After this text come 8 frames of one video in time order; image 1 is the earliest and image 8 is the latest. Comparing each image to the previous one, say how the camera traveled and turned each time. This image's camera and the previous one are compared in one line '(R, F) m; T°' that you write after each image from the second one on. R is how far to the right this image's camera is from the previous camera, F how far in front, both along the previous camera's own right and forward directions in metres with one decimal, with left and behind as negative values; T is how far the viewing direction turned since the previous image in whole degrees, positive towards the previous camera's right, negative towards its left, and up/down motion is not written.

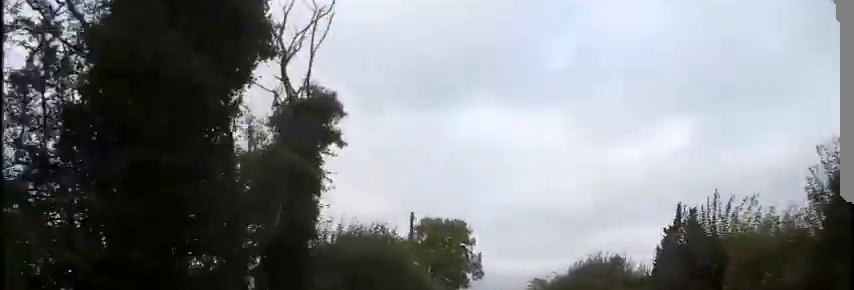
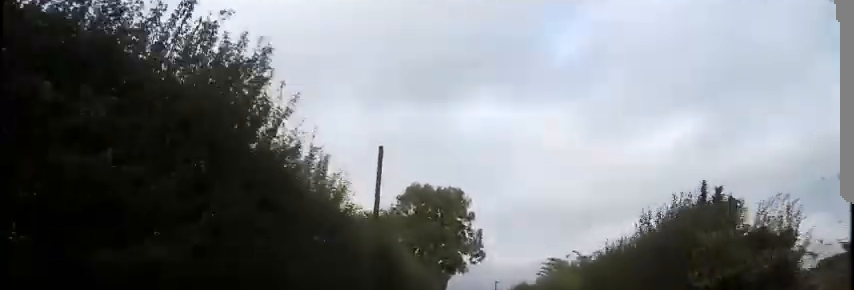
(0.0, +11.0) m; 0°
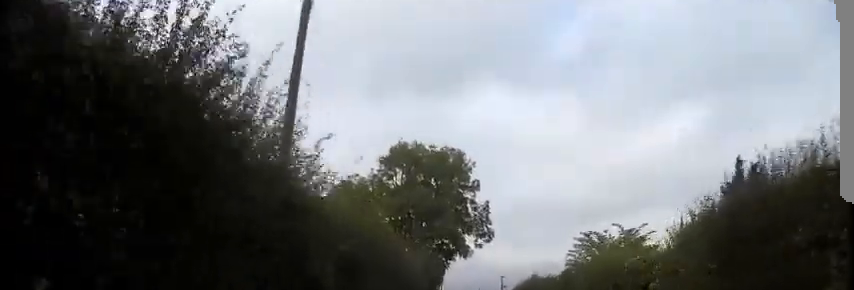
(0.0, +10.5) m; 0°
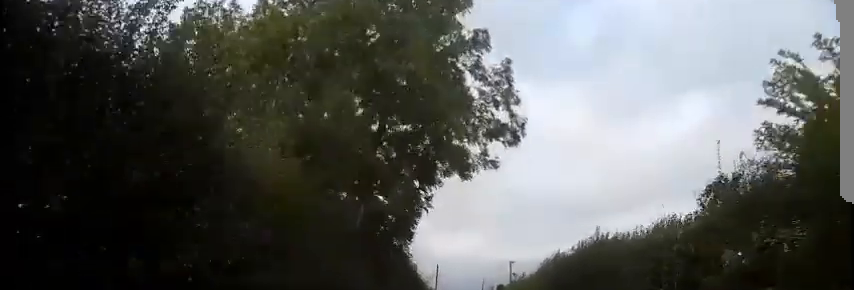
(-0.1, +19.5) m; -1°
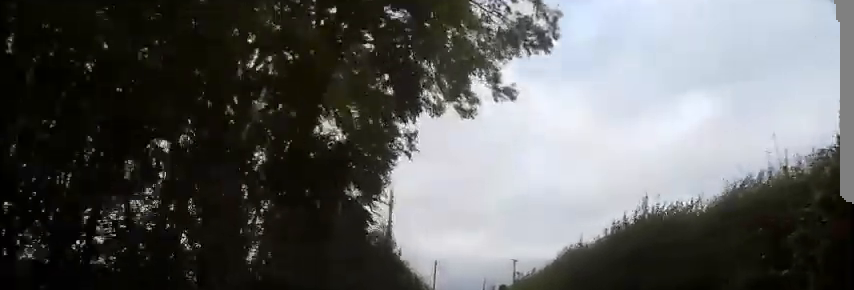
(0.0, +6.2) m; 0°
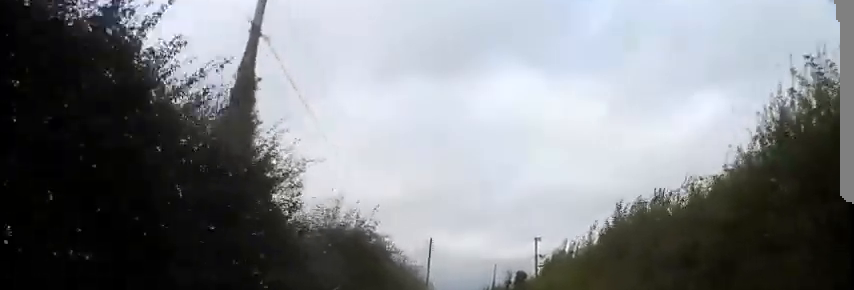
(0.0, +20.3) m; 0°
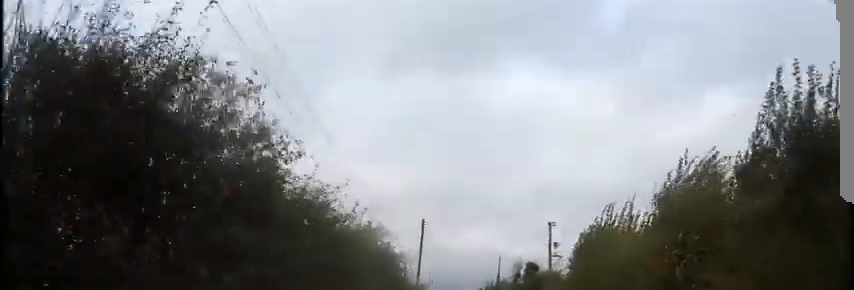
(0.0, +10.2) m; 0°
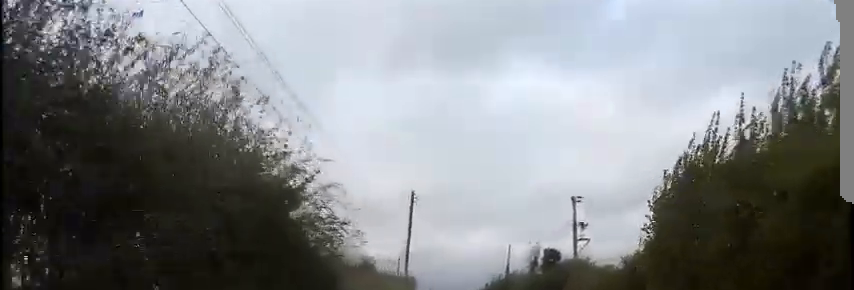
(-0.1, +10.9) m; -1°
